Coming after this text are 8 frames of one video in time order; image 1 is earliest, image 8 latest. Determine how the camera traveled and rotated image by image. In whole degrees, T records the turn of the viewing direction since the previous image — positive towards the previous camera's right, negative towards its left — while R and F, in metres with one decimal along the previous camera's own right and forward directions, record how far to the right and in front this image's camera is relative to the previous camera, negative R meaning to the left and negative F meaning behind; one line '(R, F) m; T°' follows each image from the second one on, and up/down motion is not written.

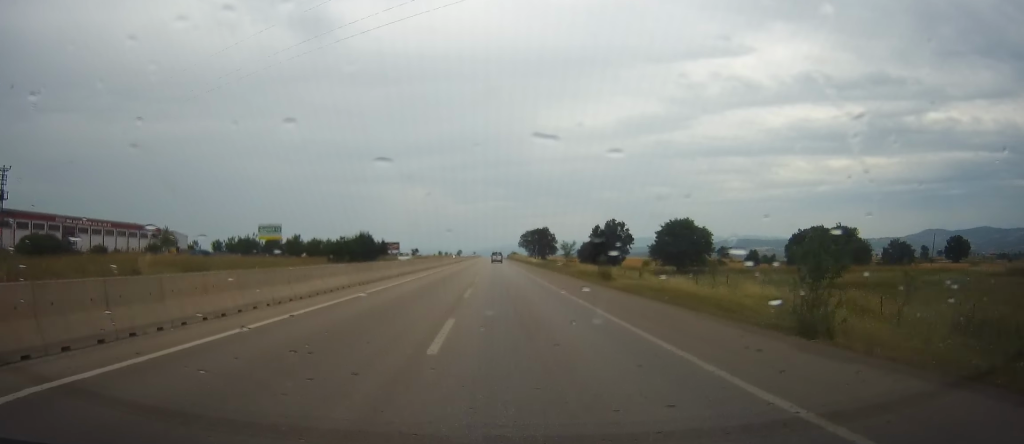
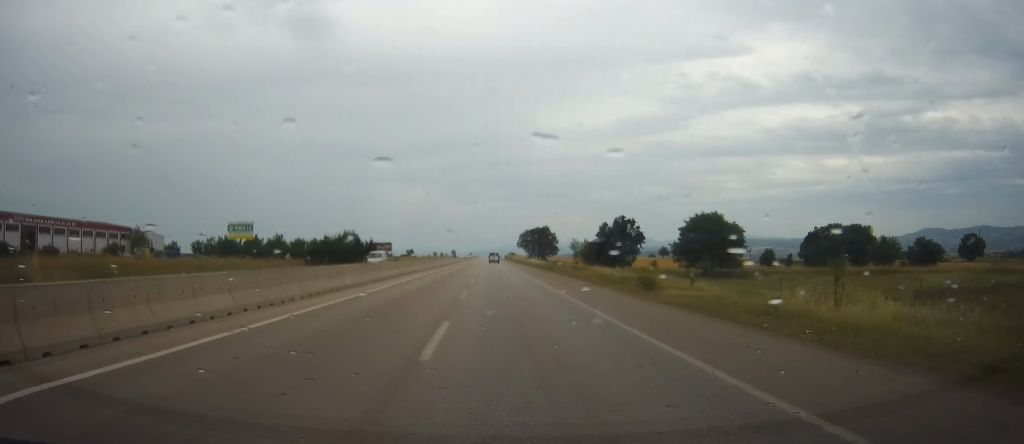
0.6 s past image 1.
(-0.3, +12.3) m; 0°
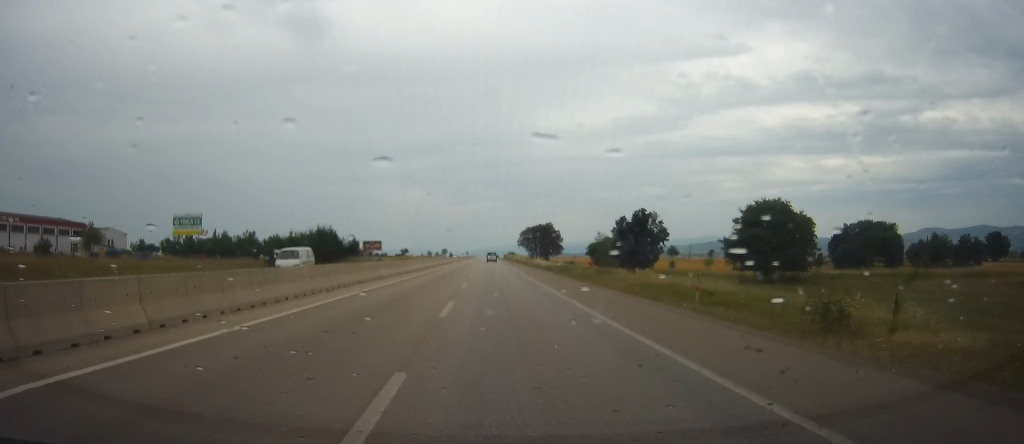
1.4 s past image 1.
(+0.3, +17.7) m; +2°
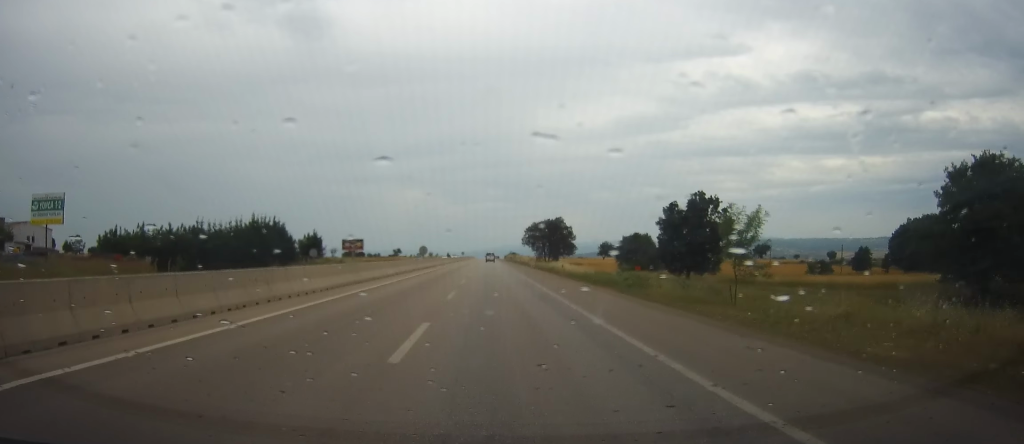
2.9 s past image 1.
(+0.2, +29.8) m; 0°
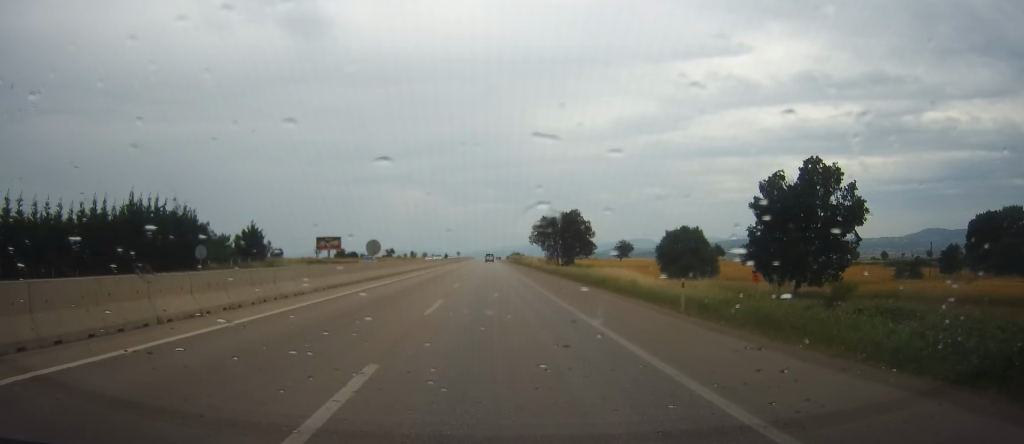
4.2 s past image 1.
(+0.3, +29.0) m; 0°
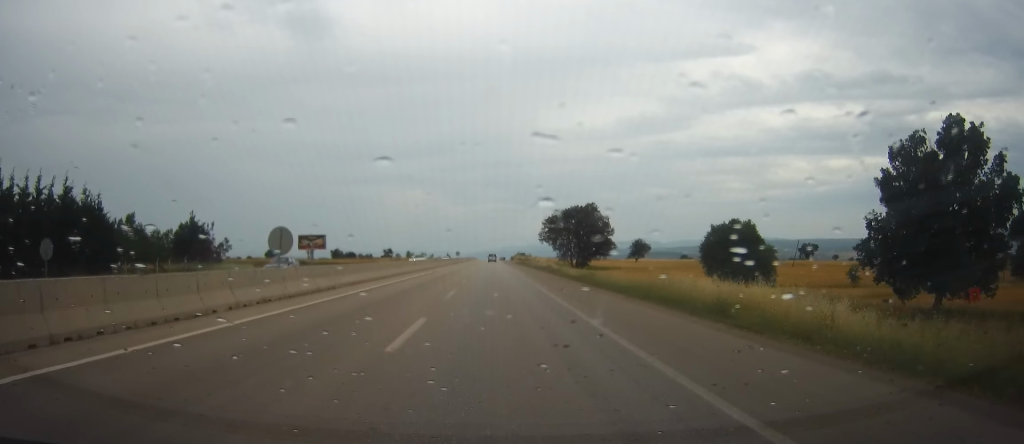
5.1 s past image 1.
(-0.2, +18.2) m; -1°
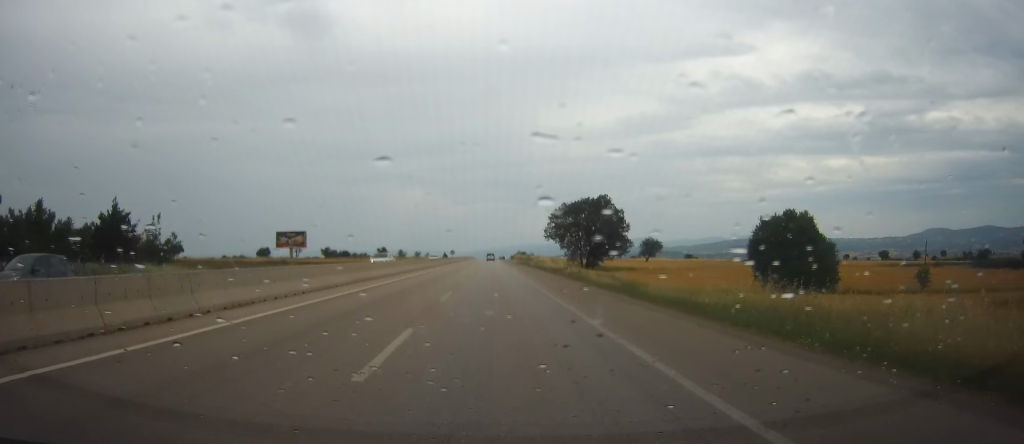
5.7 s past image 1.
(-0.1, +13.8) m; -1°
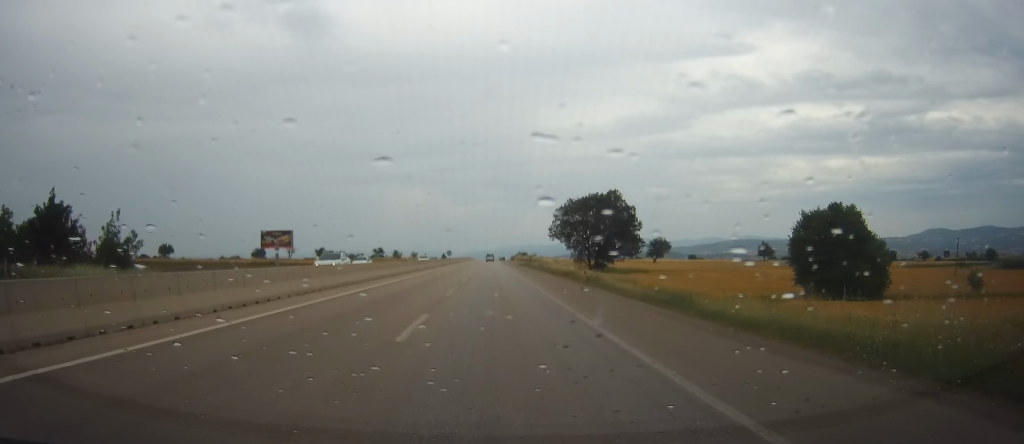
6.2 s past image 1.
(-0.1, +9.2) m; 0°
